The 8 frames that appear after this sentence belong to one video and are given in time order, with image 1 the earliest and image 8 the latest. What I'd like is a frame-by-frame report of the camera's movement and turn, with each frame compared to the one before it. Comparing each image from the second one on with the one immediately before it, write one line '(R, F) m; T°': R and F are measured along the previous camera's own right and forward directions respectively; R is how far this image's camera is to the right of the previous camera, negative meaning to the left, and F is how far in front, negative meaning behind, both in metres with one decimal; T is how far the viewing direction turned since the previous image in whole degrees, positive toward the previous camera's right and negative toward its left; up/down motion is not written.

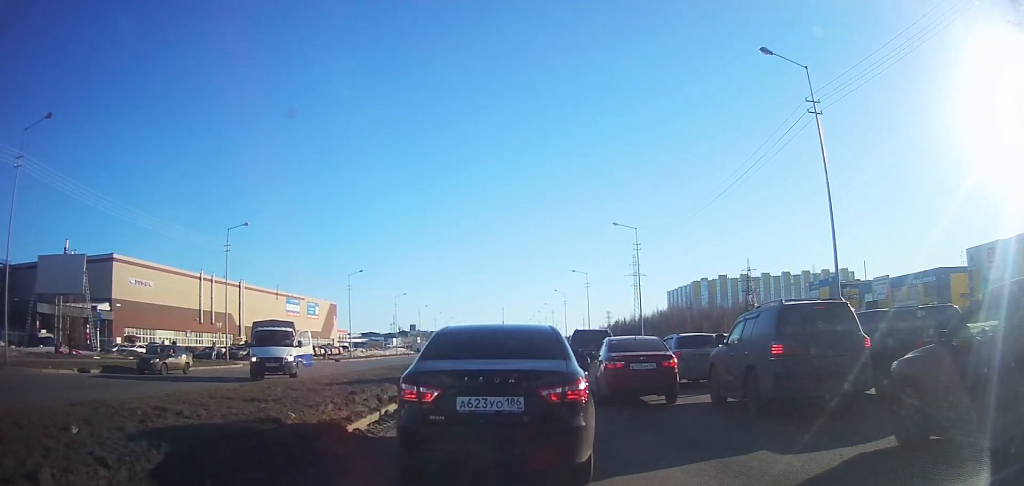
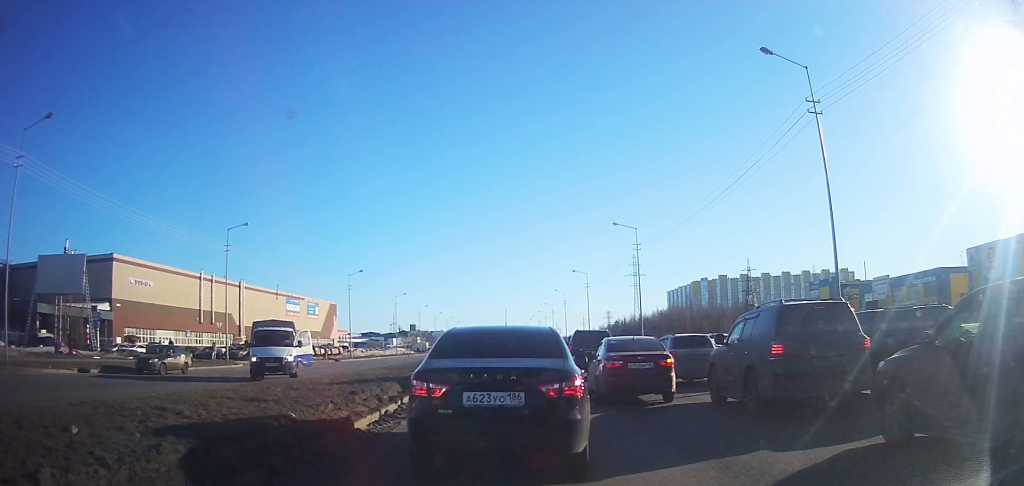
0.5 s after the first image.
(0.0, +0.2) m; 0°
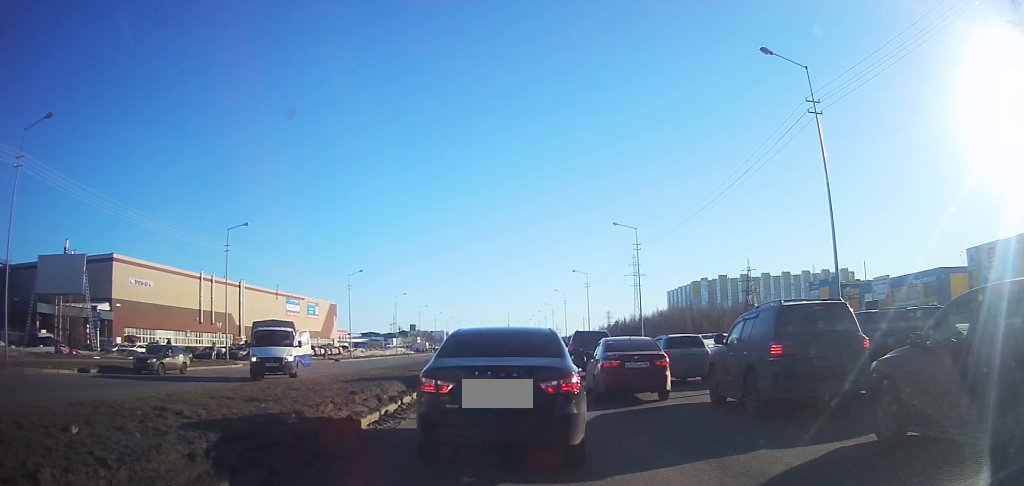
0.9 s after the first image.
(0.0, +0.2) m; 0°
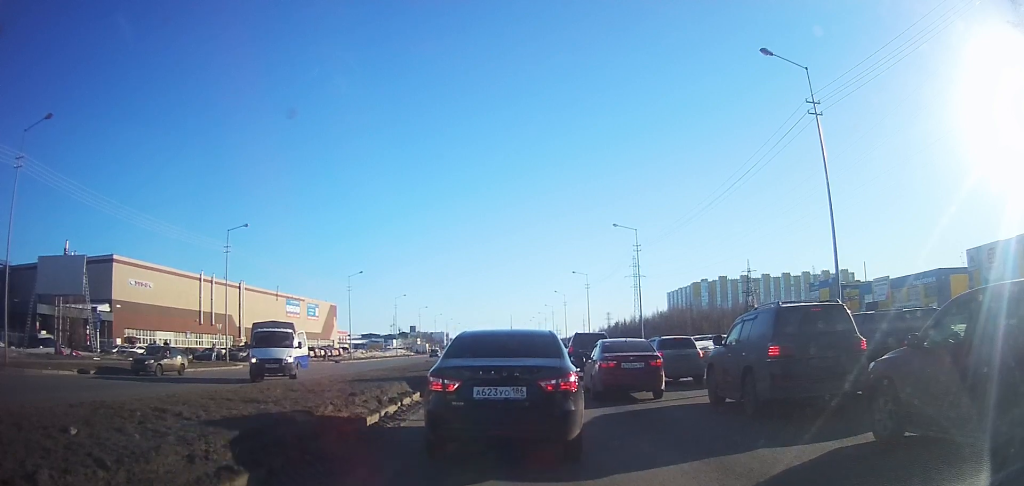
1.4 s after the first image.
(+0.1, +0.2) m; 0°
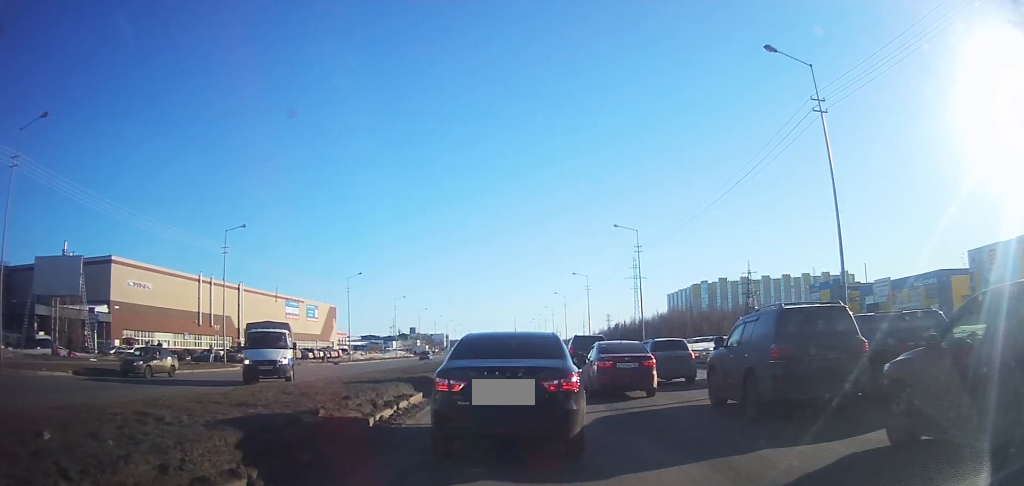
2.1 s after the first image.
(+0.1, +0.4) m; 0°
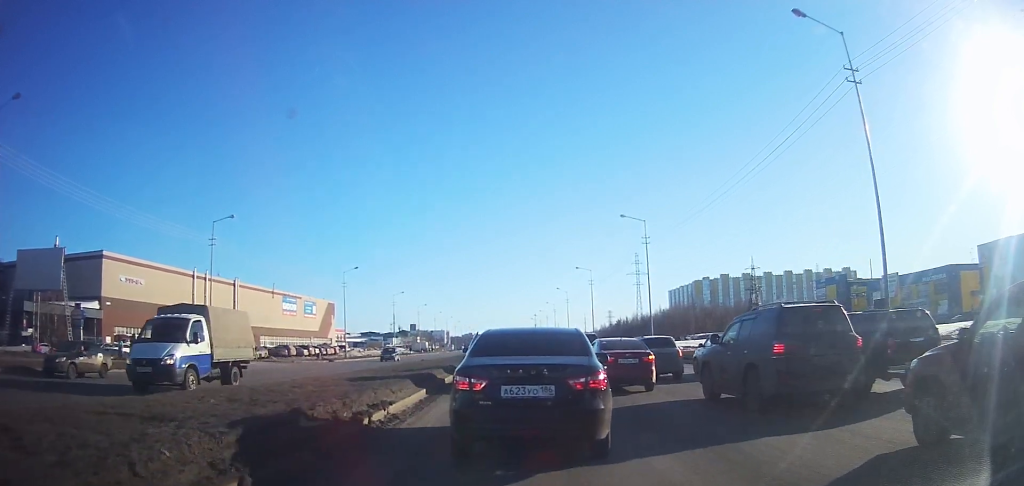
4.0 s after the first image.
(+0.1, +1.5) m; 0°
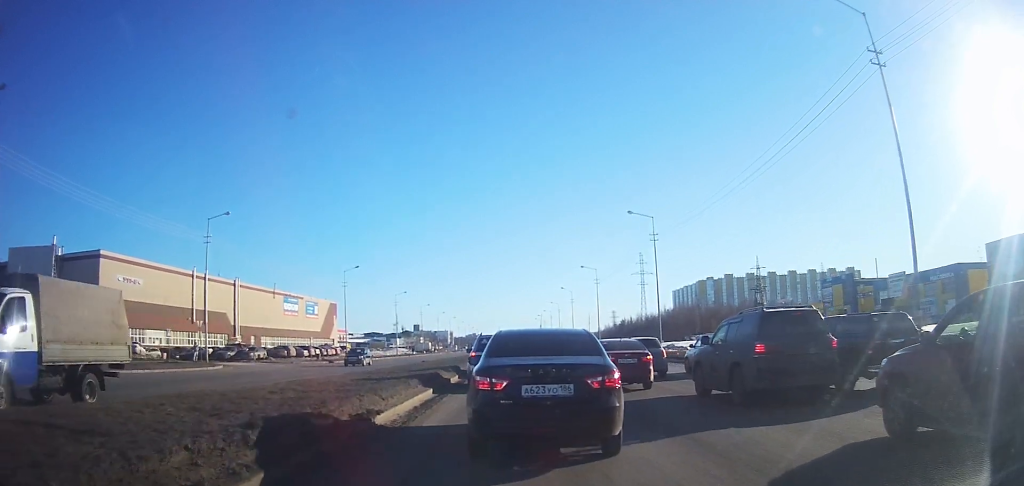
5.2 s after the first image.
(-0.1, +1.6) m; +1°
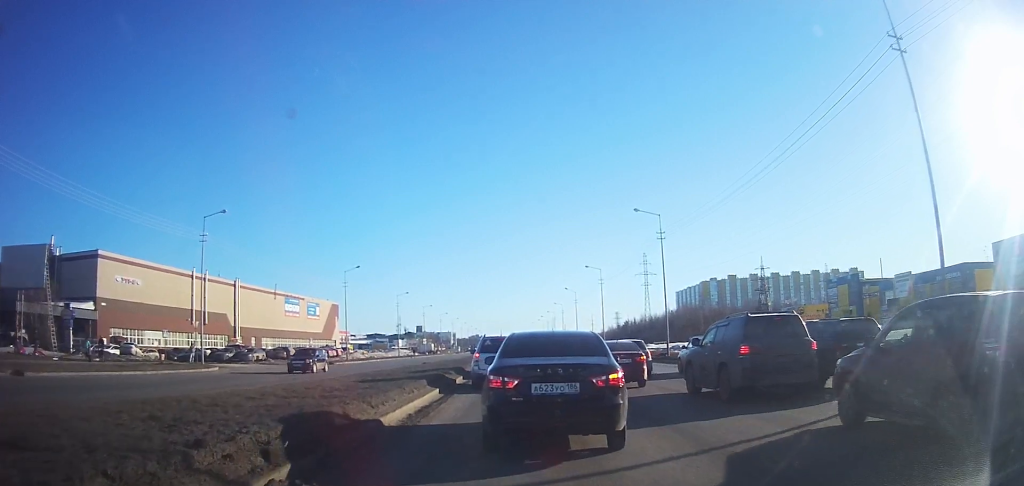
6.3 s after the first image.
(0.0, +2.2) m; -2°
